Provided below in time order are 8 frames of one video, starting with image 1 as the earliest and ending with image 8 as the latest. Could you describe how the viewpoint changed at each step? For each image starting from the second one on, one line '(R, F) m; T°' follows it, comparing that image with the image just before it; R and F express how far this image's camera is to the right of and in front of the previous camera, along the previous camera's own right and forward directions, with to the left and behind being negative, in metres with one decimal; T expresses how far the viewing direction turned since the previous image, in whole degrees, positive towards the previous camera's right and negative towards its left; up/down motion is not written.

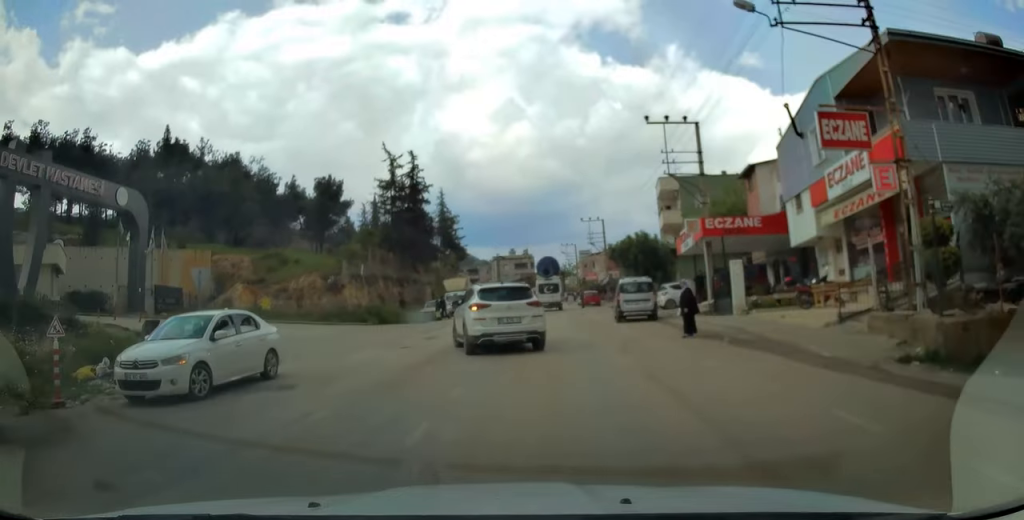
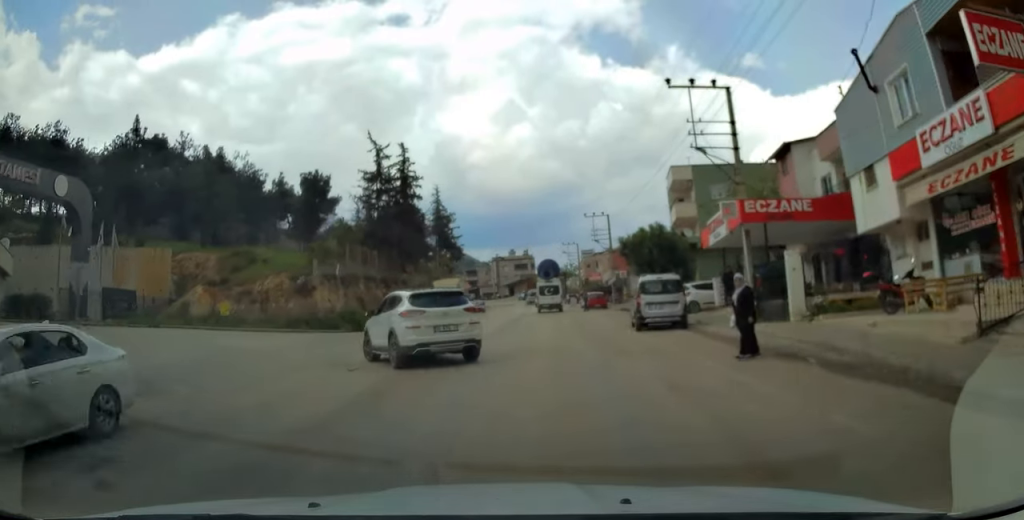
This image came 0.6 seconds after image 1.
(0.0, +5.4) m; -1°
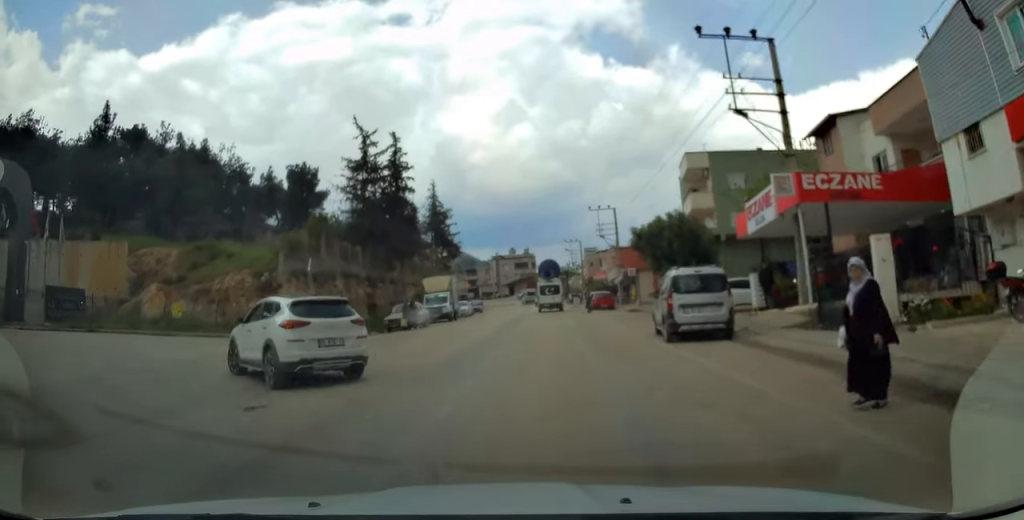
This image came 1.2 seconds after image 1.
(-0.1, +4.9) m; 0°
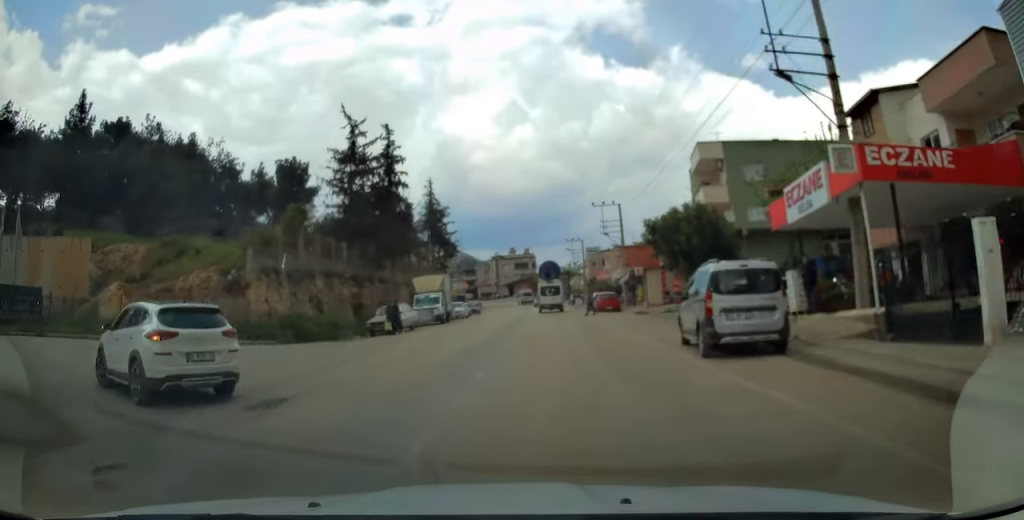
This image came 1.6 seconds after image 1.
(-0.1, +3.5) m; 0°
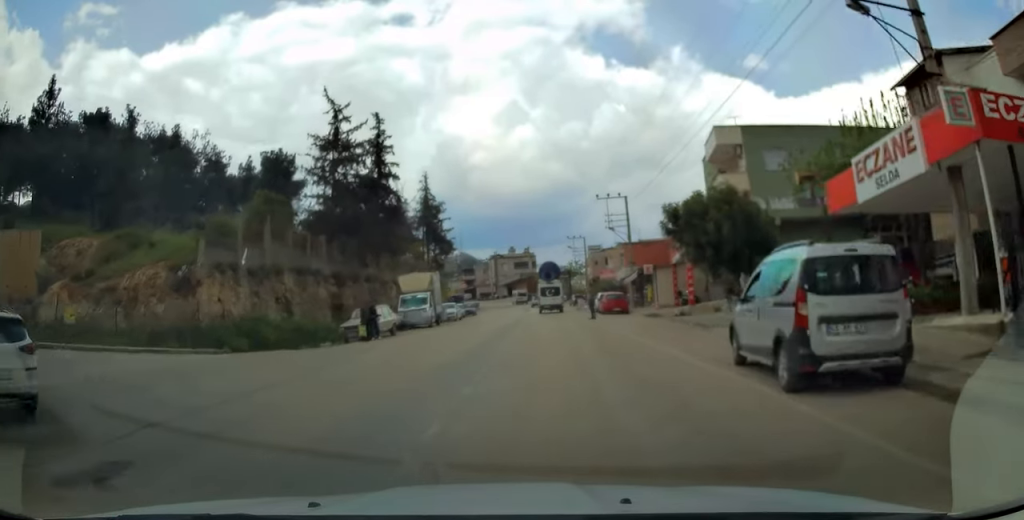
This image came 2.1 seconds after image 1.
(0.0, +4.2) m; 0°
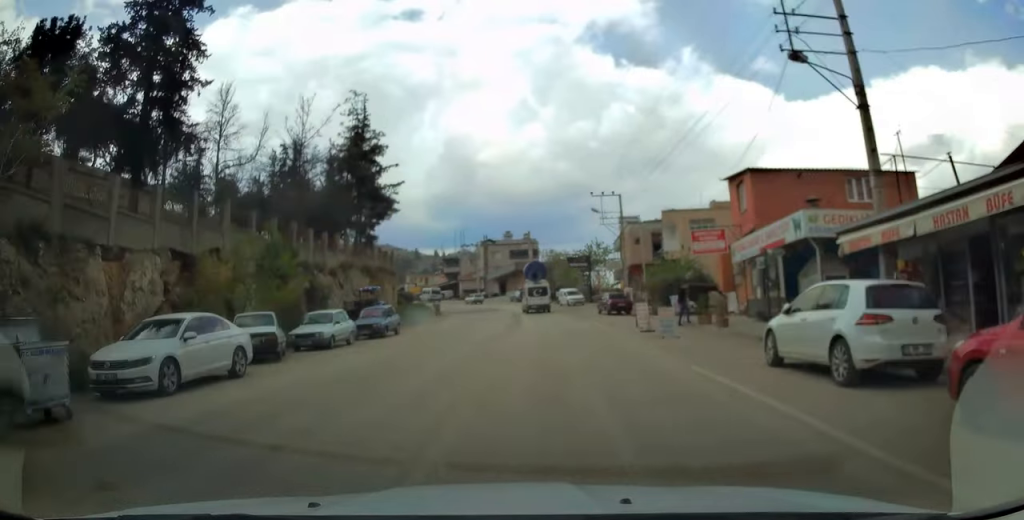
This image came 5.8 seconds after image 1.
(-0.2, +37.5) m; -1°
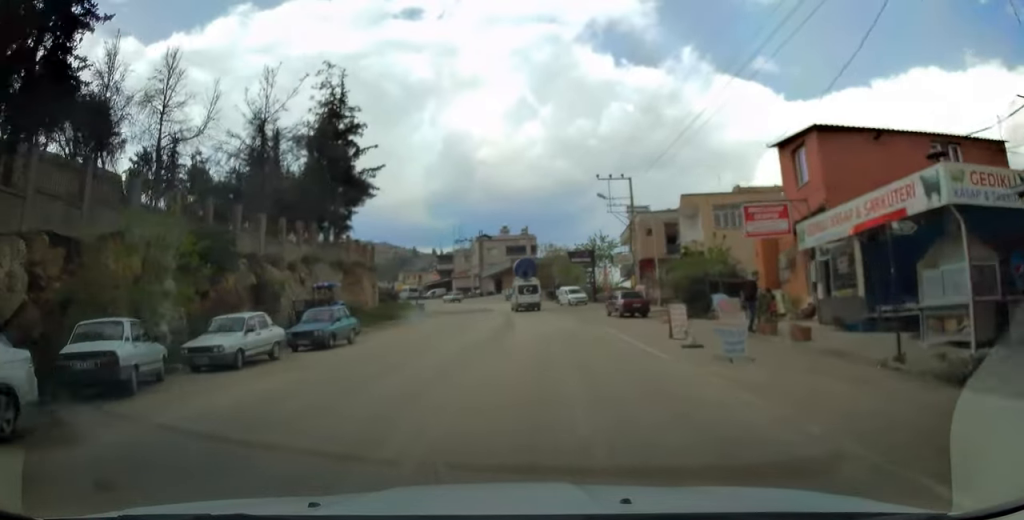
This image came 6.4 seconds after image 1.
(0.0, +7.1) m; 0°
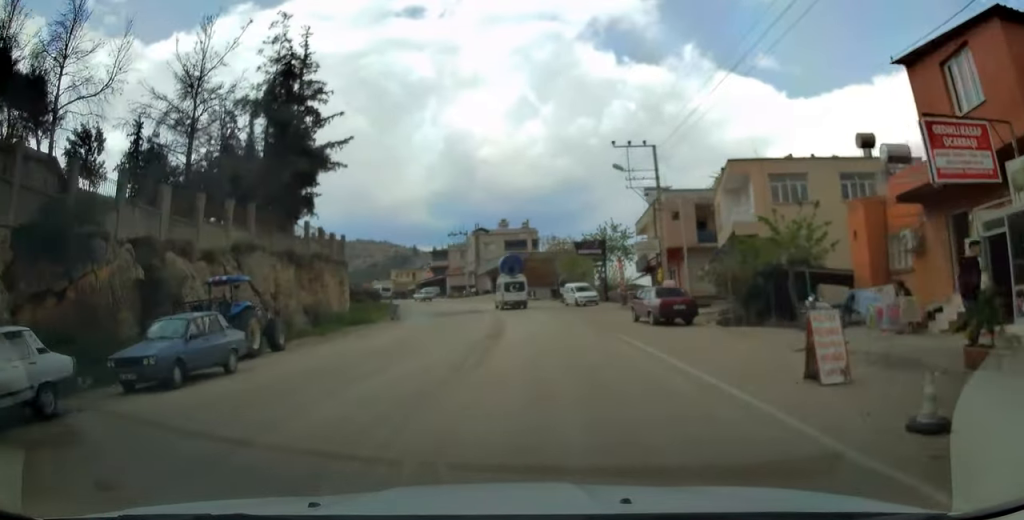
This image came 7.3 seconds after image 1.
(0.0, +9.6) m; 0°
